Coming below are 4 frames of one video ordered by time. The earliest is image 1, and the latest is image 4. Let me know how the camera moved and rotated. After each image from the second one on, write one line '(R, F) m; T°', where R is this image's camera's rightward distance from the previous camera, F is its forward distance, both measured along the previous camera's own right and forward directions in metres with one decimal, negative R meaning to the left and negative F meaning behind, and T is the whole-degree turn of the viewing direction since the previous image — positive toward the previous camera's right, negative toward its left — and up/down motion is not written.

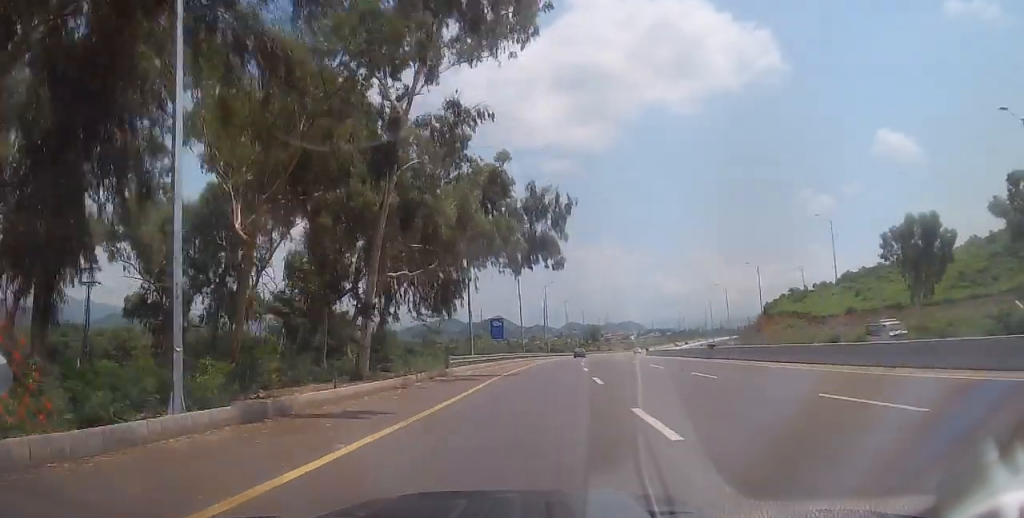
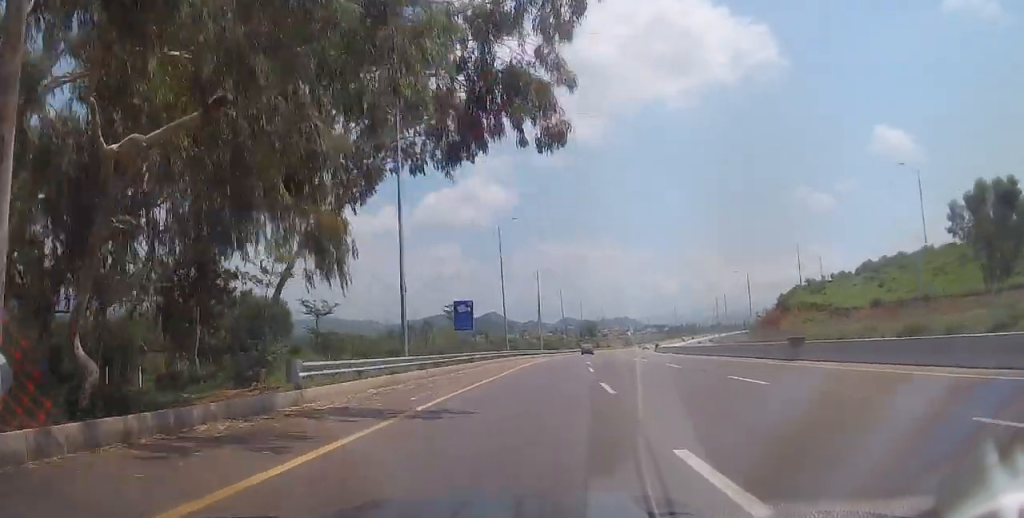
(-0.1, +17.1) m; 0°
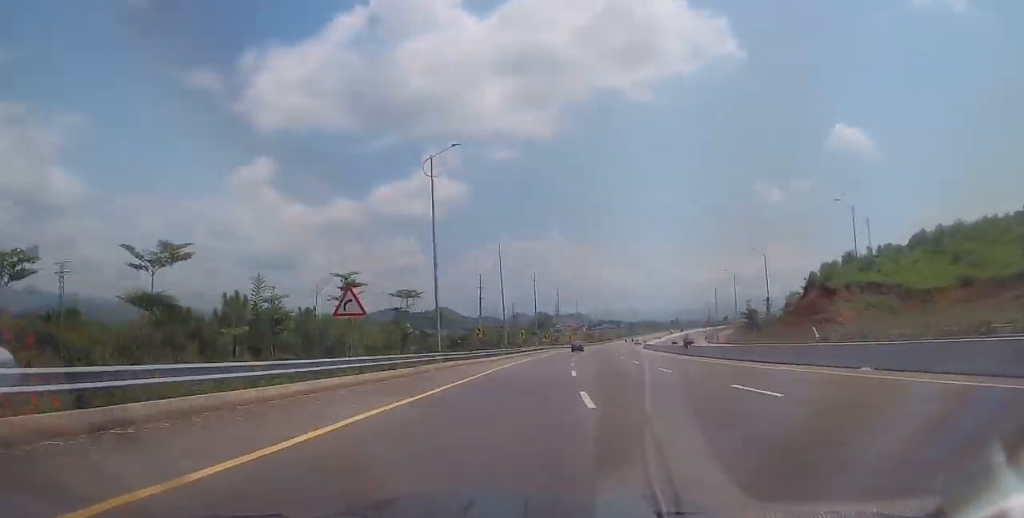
(+1.5, +50.9) m; +5°
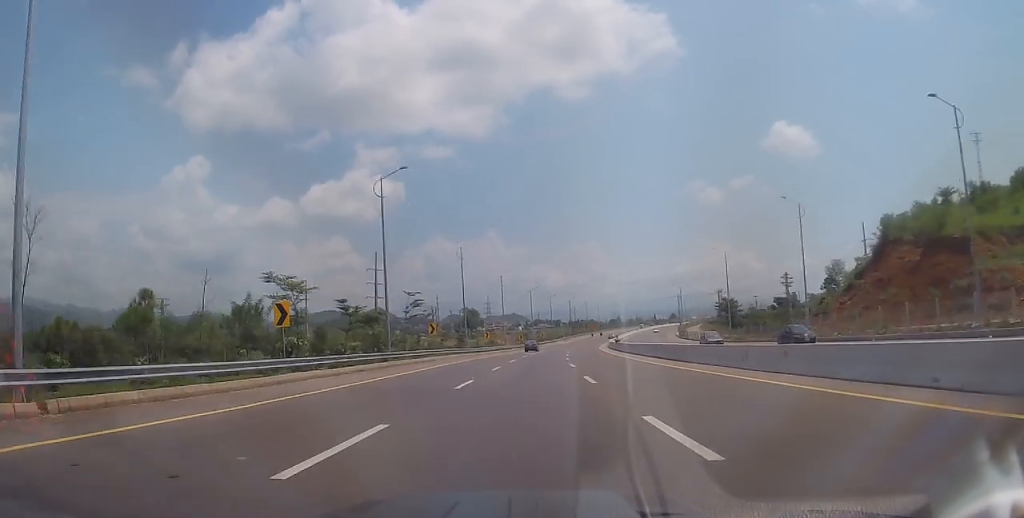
(+4.7, +53.9) m; +6°
